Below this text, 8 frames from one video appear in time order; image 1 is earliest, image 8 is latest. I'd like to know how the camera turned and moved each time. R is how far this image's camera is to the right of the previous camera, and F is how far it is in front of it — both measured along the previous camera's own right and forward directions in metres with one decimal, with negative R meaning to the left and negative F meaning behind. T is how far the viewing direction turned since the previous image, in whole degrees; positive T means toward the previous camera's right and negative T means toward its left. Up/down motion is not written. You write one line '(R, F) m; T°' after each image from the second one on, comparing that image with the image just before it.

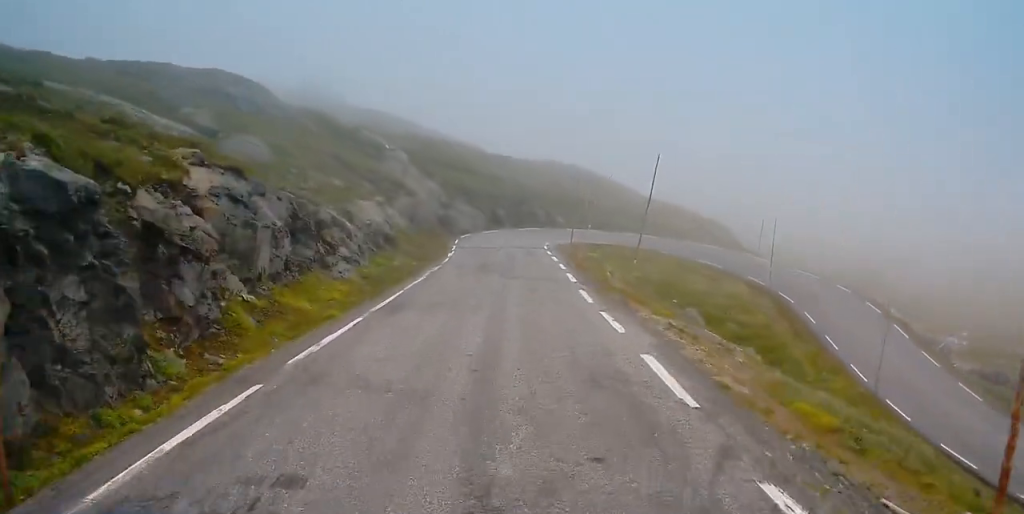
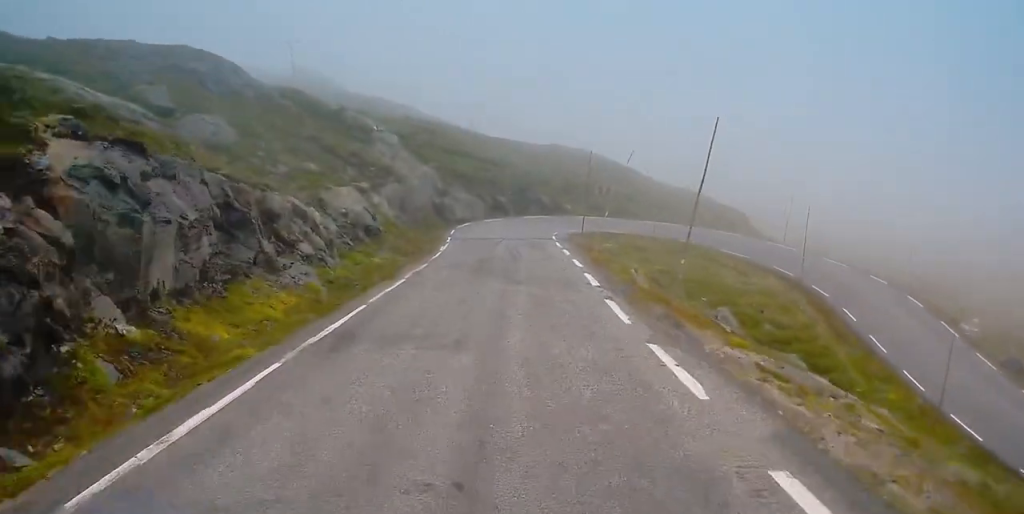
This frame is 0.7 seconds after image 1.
(0.0, +6.5) m; 0°
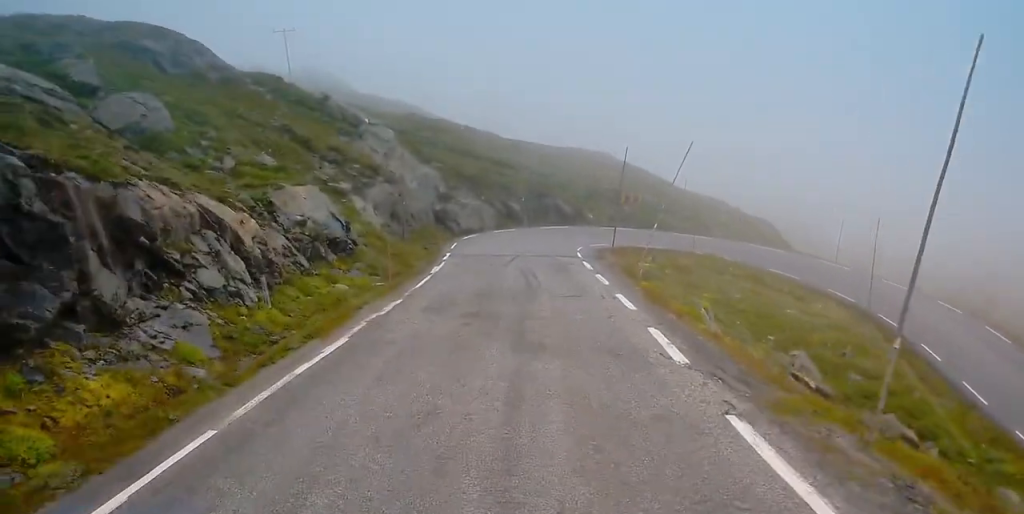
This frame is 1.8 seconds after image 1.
(0.0, +9.8) m; -1°
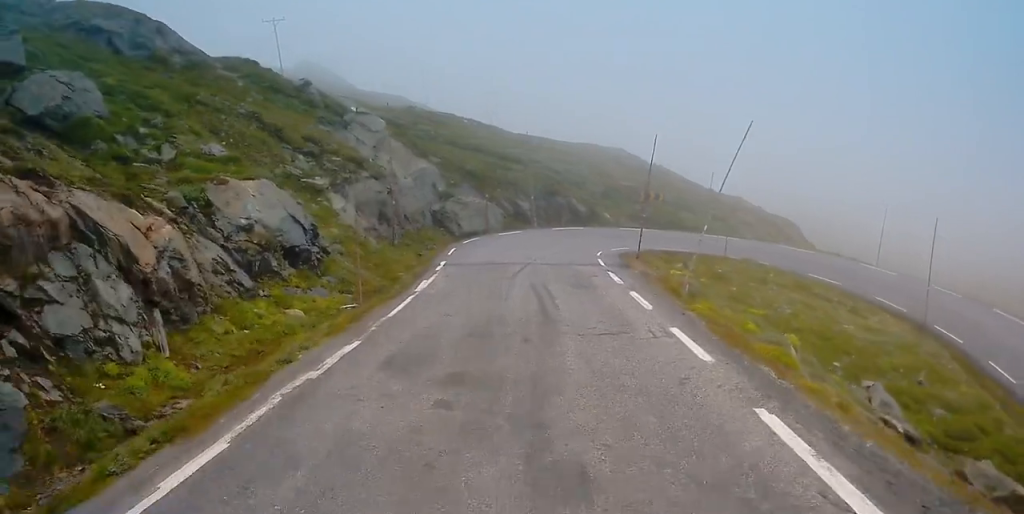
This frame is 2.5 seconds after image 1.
(-0.1, +6.3) m; -1°
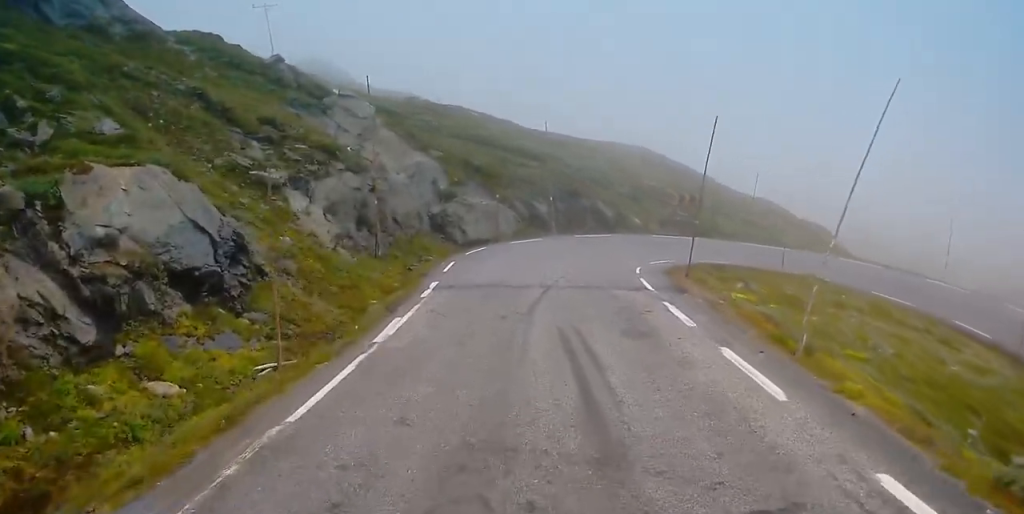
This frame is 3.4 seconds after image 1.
(0.0, +8.2) m; +1°
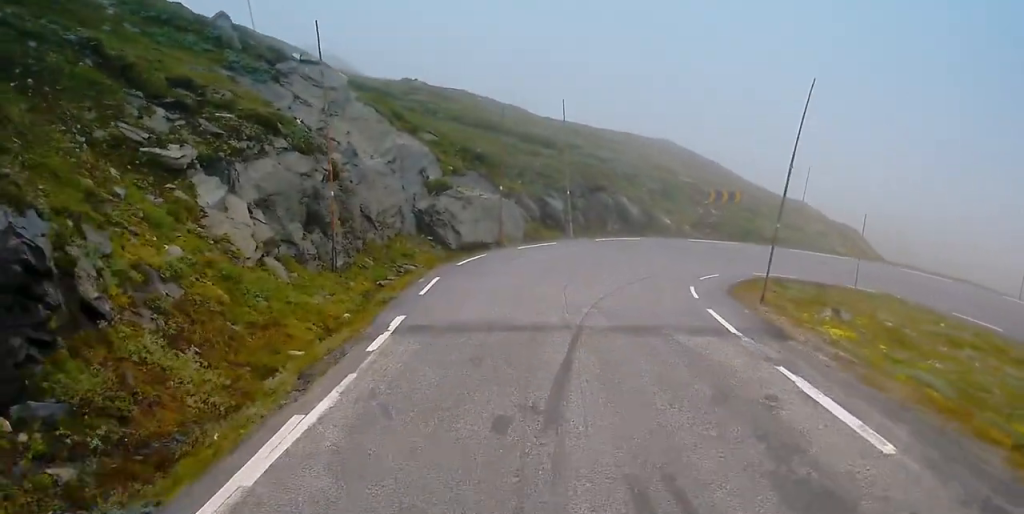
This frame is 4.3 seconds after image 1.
(+0.1, +8.1) m; +1°
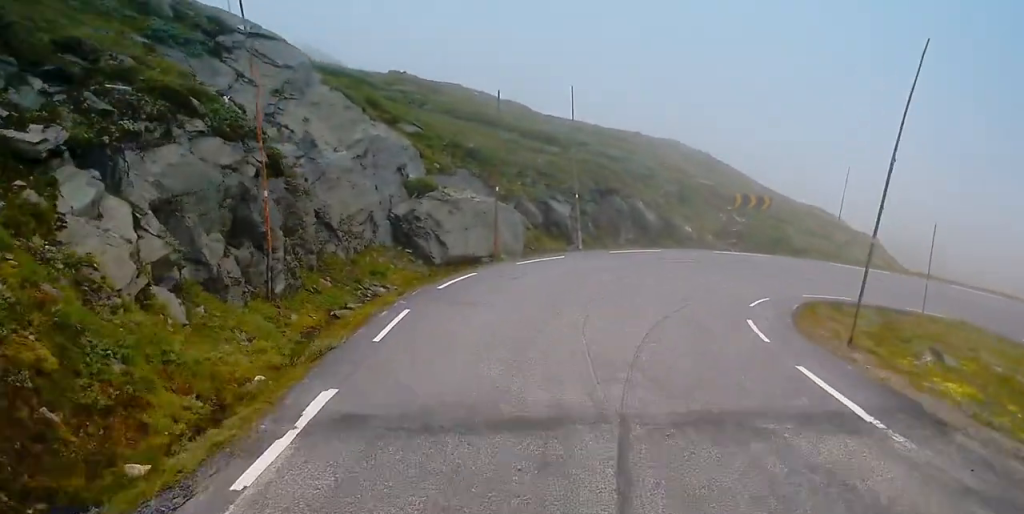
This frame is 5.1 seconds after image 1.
(0.0, +5.7) m; +1°
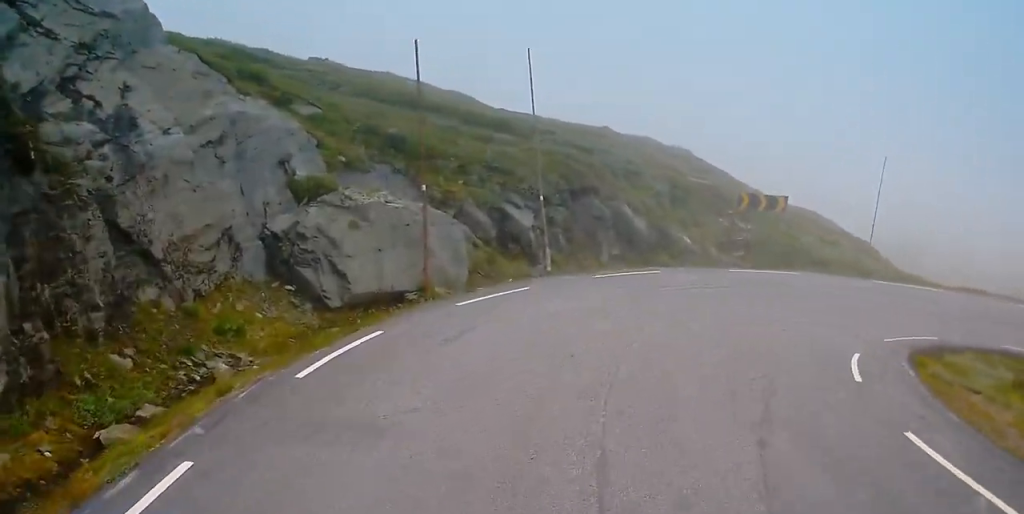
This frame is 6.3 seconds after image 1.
(+0.2, +8.8) m; +5°
